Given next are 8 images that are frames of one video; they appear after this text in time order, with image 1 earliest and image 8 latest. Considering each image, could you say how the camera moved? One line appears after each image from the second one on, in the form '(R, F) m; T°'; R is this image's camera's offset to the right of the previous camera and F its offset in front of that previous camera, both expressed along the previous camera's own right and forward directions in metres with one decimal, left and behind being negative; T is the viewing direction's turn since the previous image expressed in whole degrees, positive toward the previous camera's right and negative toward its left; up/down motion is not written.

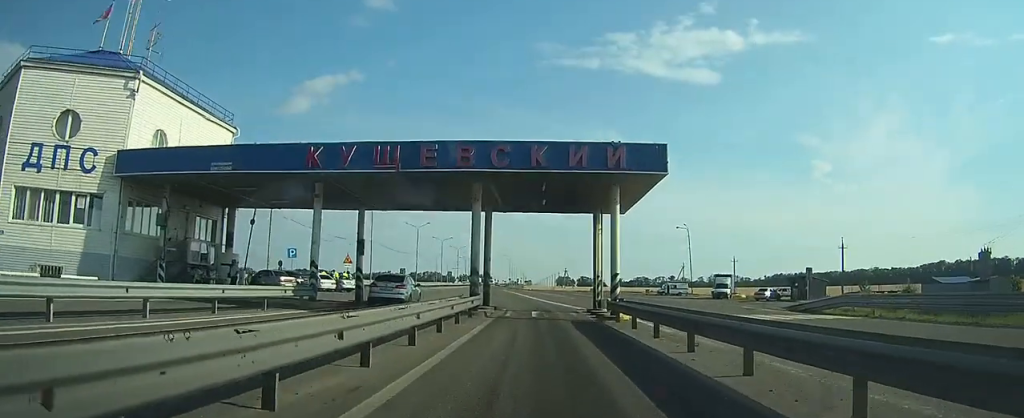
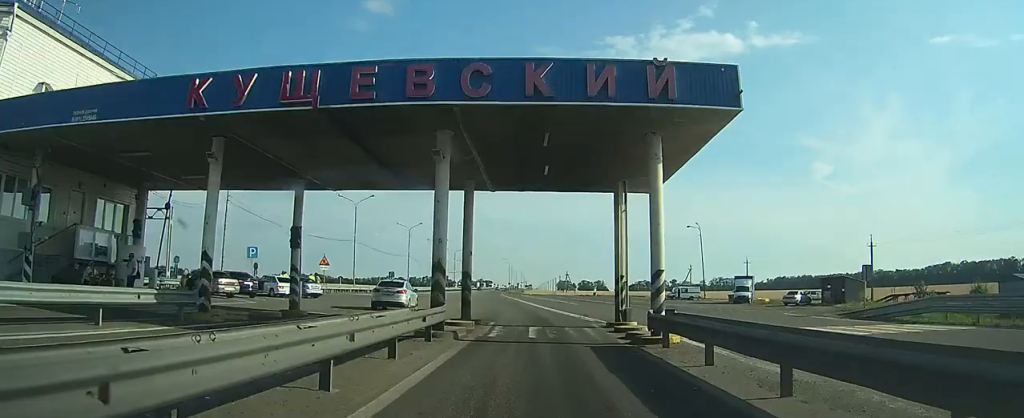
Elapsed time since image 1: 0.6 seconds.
(0.0, +7.5) m; 0°
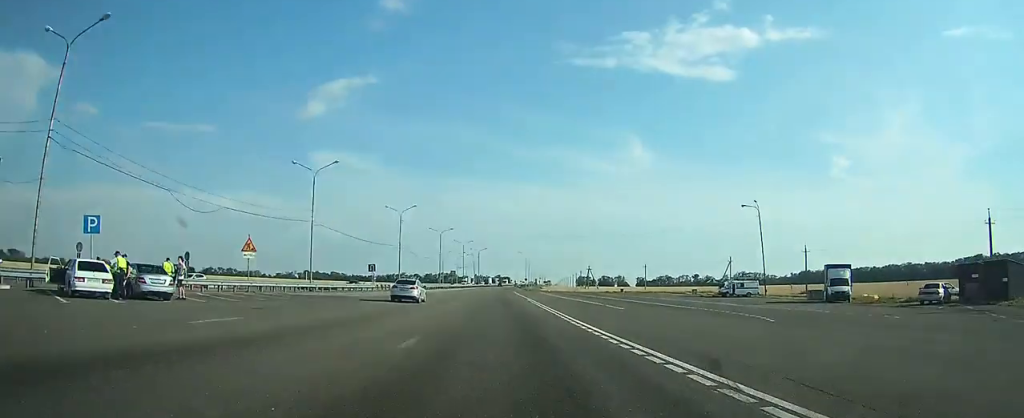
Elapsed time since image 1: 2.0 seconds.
(+0.2, +19.4) m; 0°
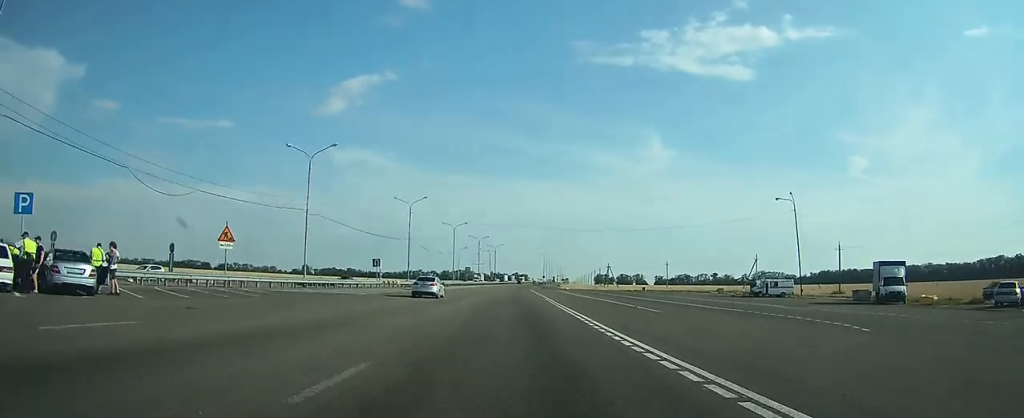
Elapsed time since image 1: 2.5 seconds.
(+0.1, +5.7) m; -1°
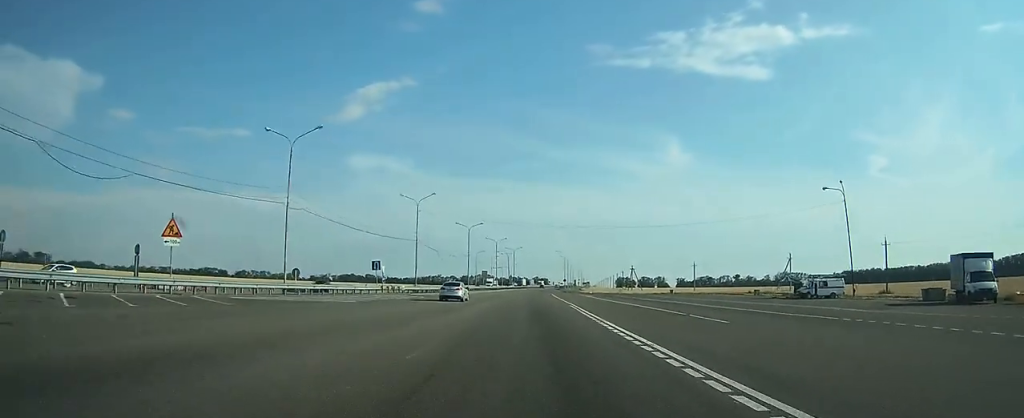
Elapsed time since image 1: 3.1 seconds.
(-0.2, +8.0) m; -2°
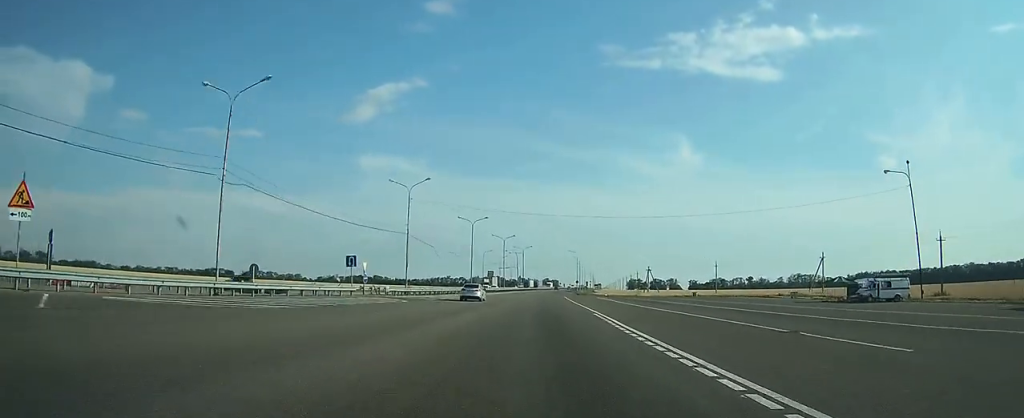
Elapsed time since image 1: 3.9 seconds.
(-0.3, +10.8) m; -3°
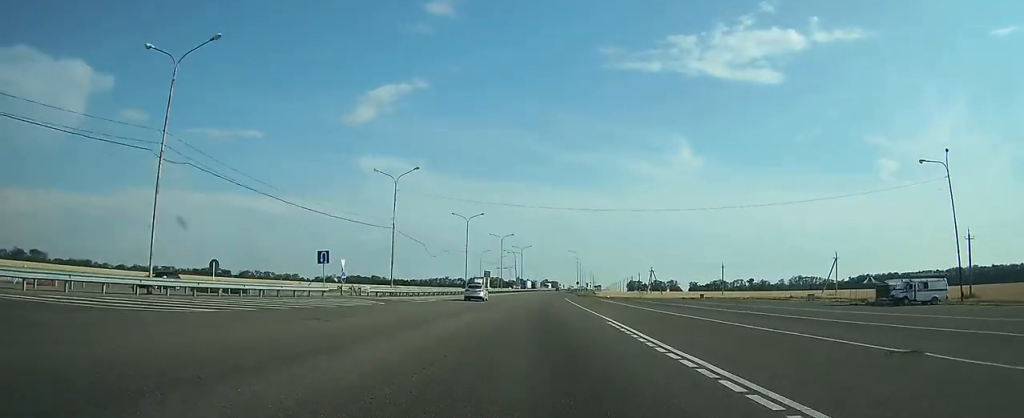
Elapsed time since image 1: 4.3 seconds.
(-0.1, +5.9) m; -1°
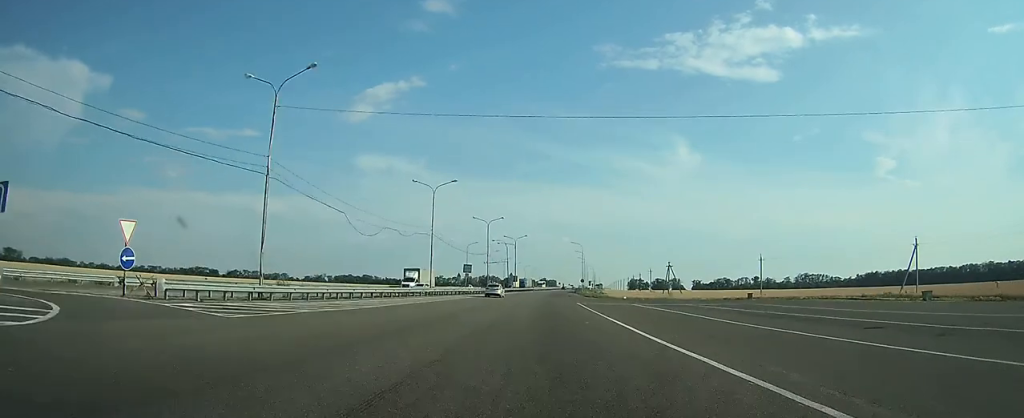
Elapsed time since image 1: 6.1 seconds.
(-0.4, +26.3) m; 0°
